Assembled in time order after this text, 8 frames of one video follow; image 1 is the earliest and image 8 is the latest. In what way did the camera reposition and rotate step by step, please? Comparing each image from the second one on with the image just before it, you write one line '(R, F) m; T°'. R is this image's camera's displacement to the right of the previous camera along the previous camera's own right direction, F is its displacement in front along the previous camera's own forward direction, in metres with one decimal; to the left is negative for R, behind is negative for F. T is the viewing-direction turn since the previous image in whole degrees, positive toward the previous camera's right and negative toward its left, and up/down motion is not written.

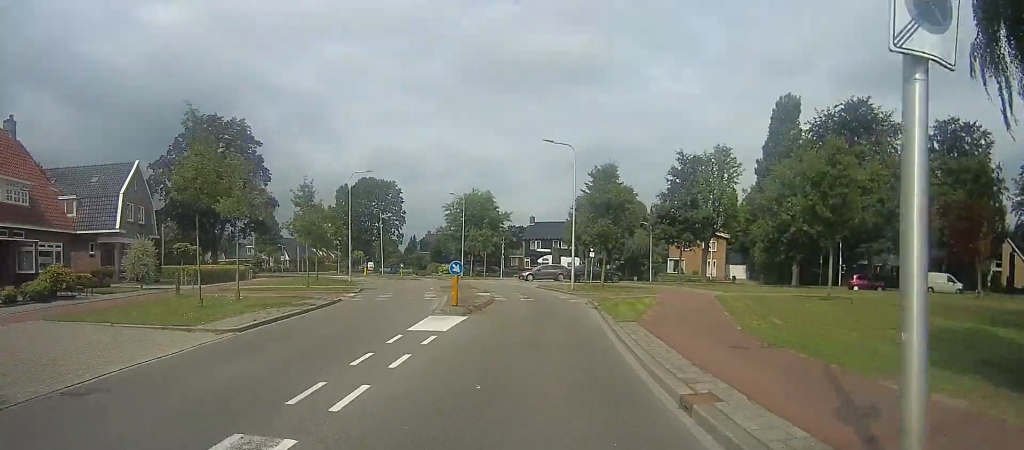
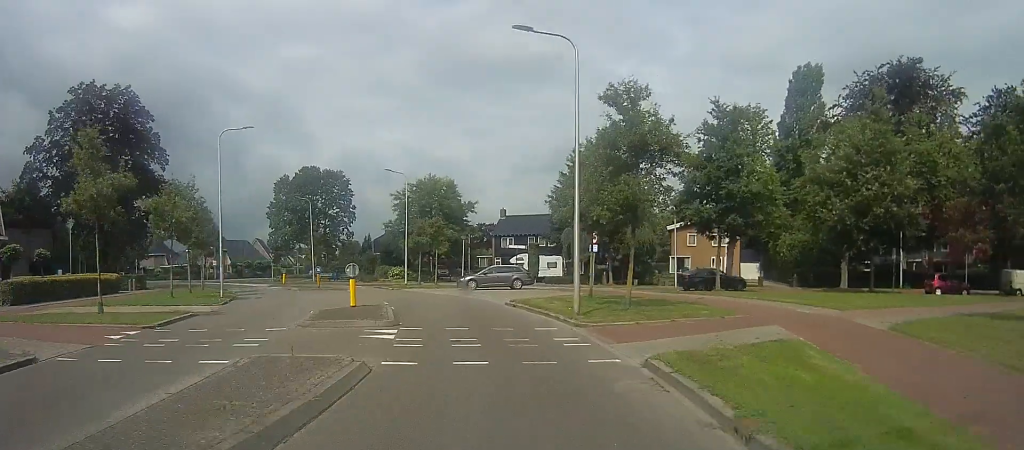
(-0.1, +13.7) m; 0°
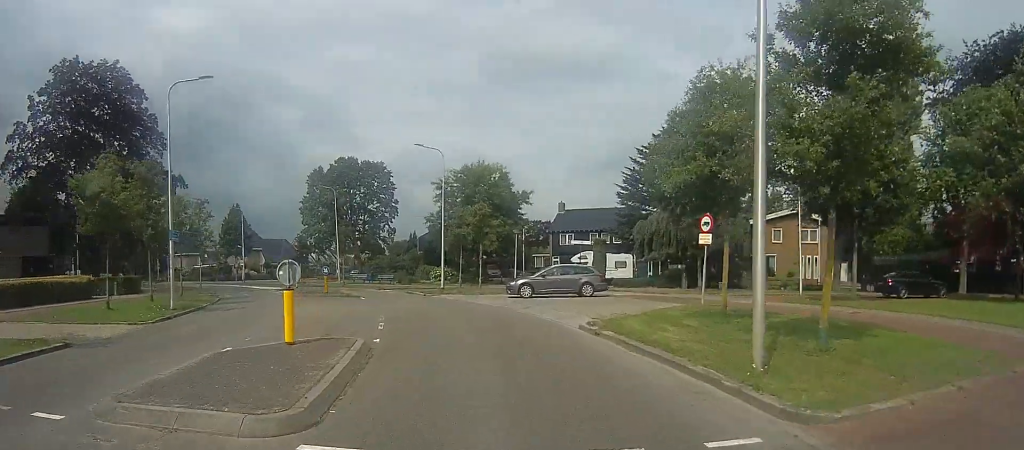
(+0.2, +8.0) m; -7°
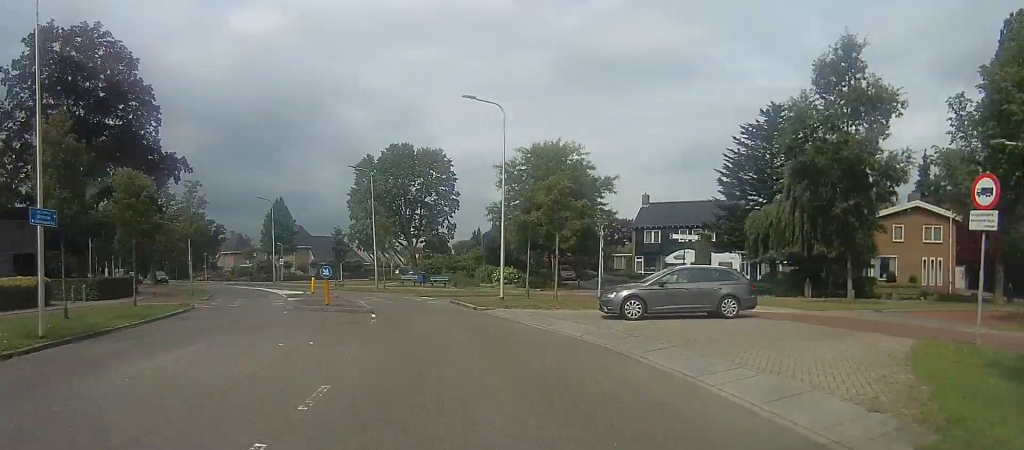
(-1.3, +8.8) m; -11°
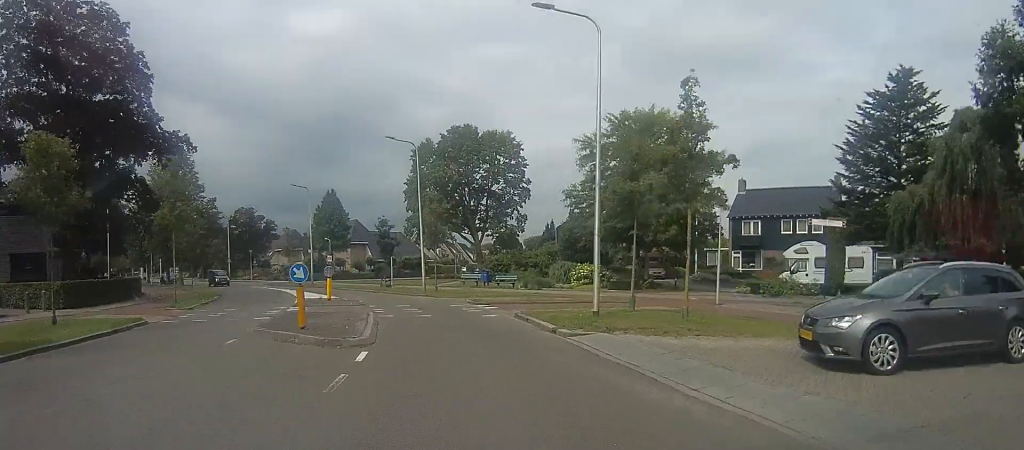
(-0.4, +7.4) m; -9°
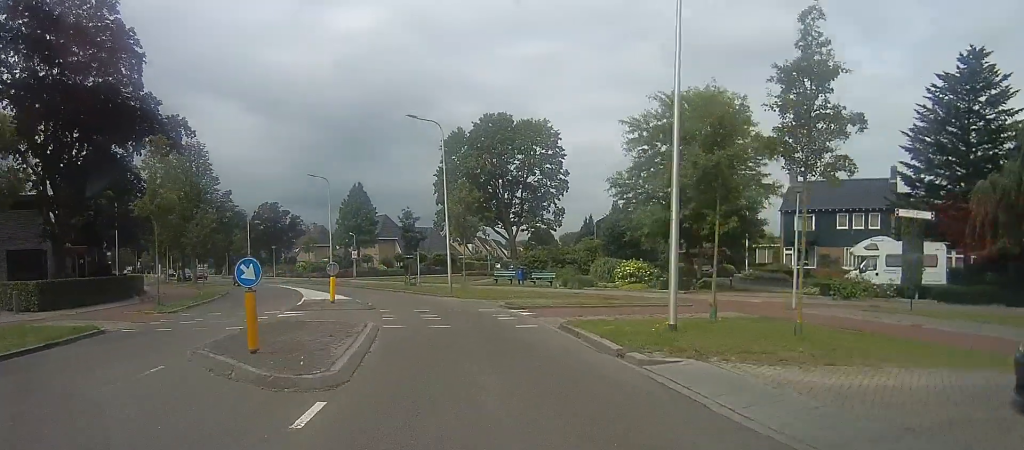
(+0.2, +3.3) m; -4°
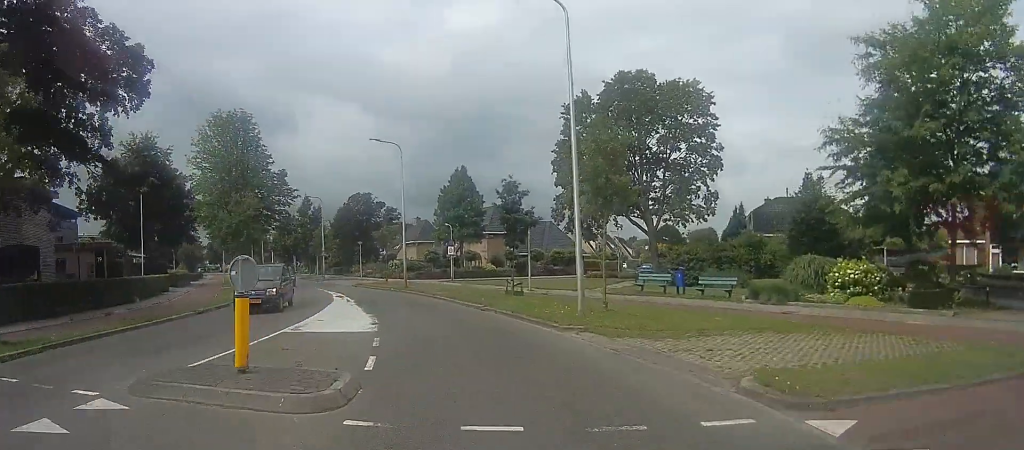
(-1.8, +11.5) m; -14°
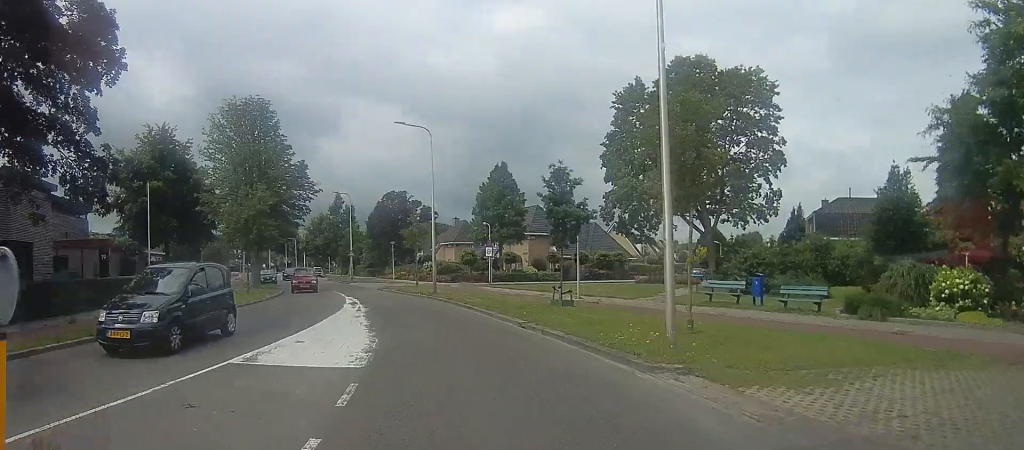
(+0.1, +3.8) m; -5°
